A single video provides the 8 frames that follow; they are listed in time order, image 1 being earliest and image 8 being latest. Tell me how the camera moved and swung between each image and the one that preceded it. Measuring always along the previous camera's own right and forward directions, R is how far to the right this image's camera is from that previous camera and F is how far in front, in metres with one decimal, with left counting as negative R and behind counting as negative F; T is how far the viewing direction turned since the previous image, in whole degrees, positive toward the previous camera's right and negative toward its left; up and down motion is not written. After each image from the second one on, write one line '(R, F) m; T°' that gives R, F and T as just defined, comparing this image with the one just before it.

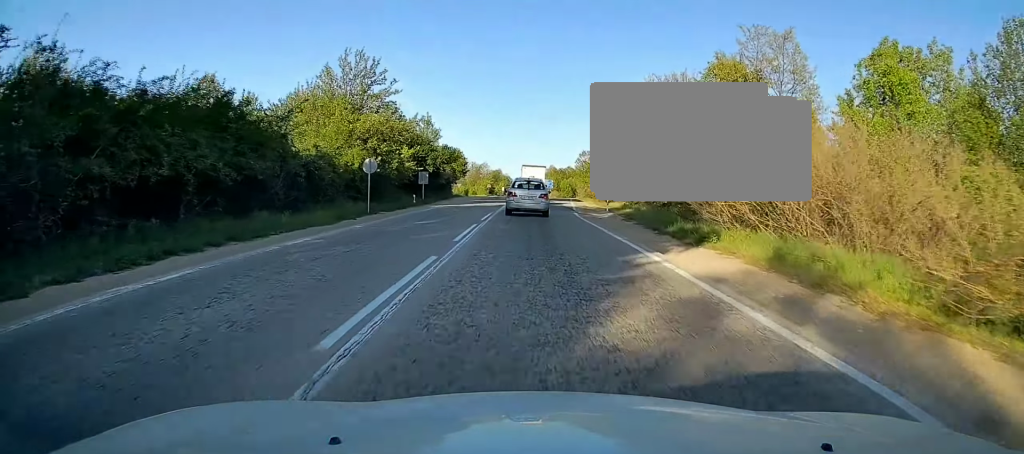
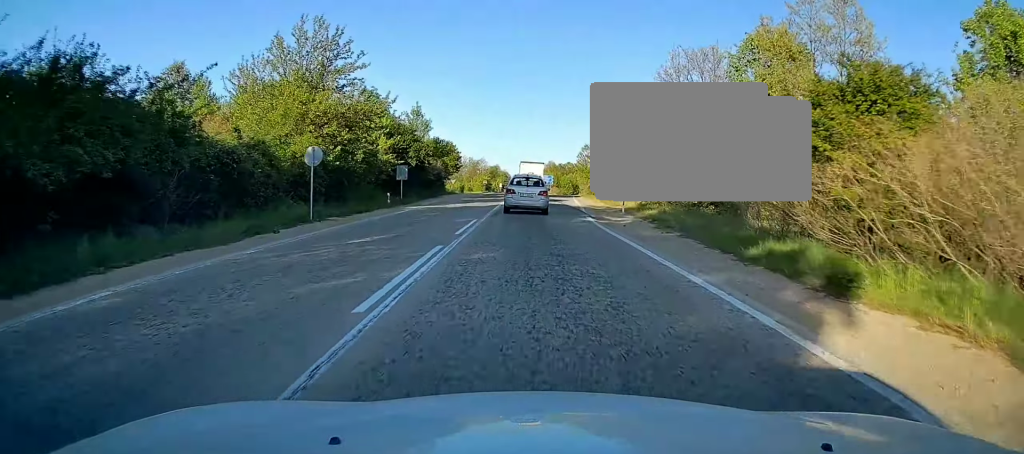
(0.0, +7.8) m; 0°
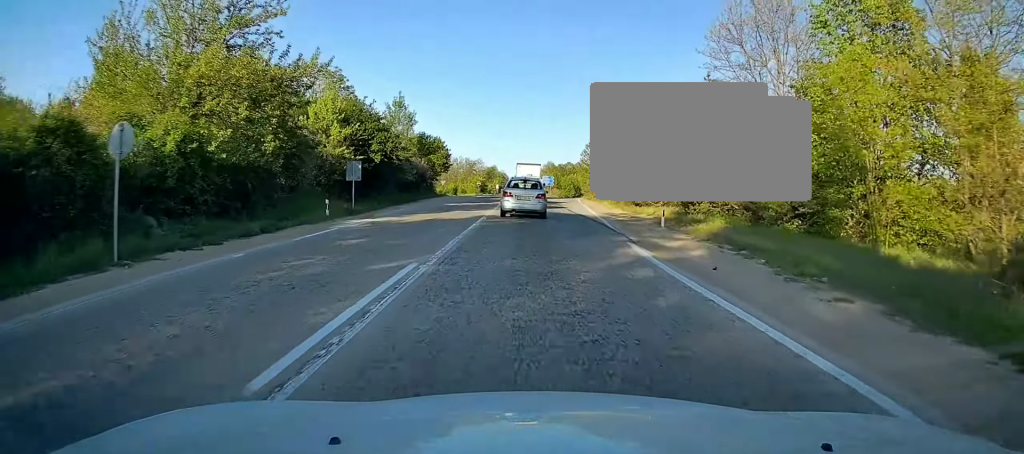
(-0.3, +11.2) m; -1°
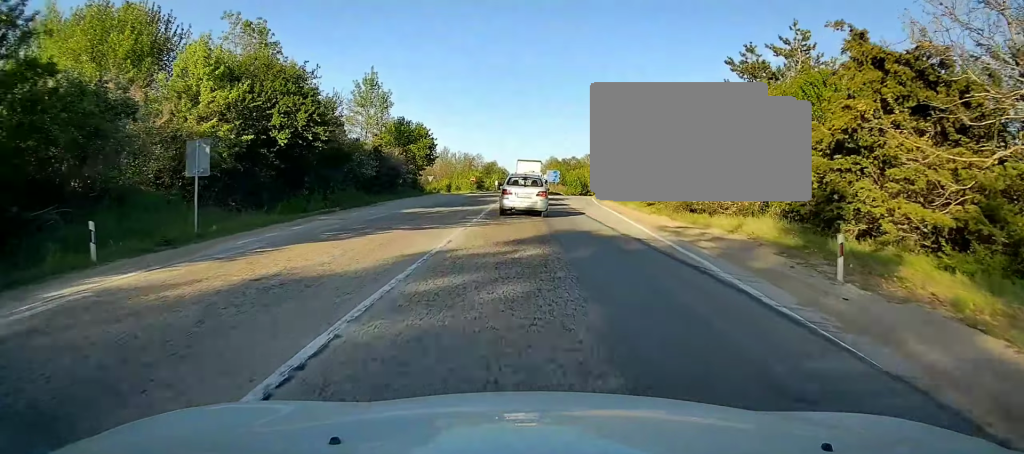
(0.0, +15.0) m; 0°
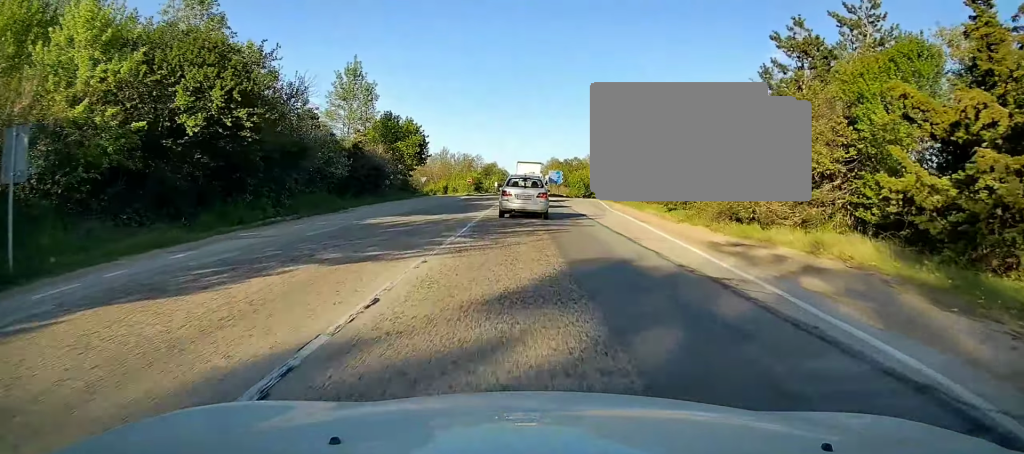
(0.0, +6.7) m; 0°
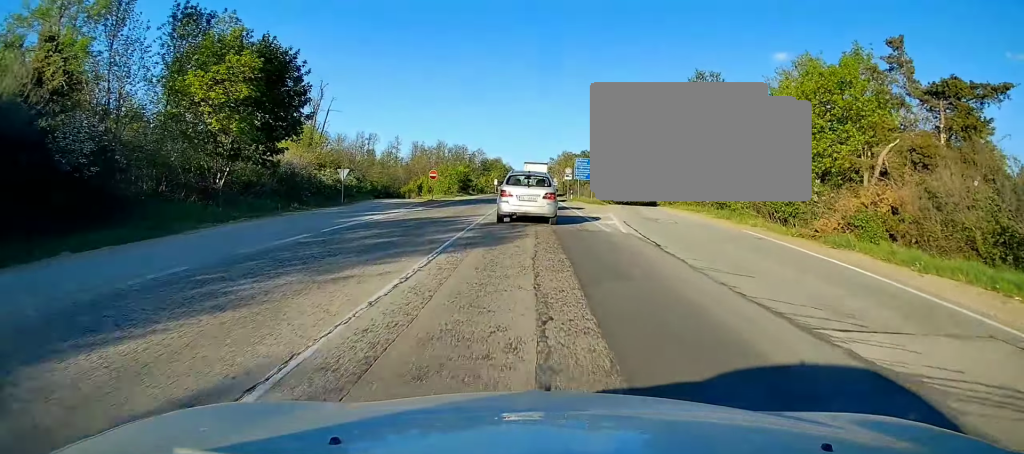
(-0.1, +39.1) m; 0°
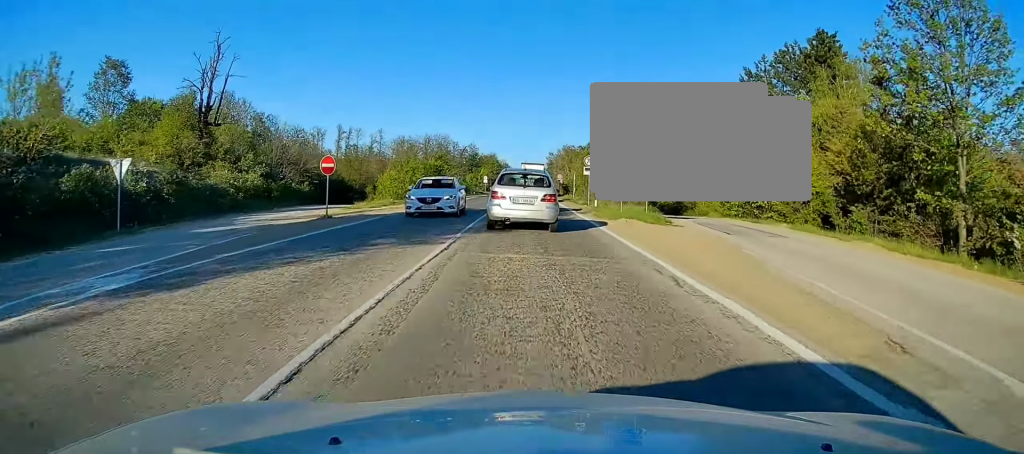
(+0.1, +25.6) m; +1°
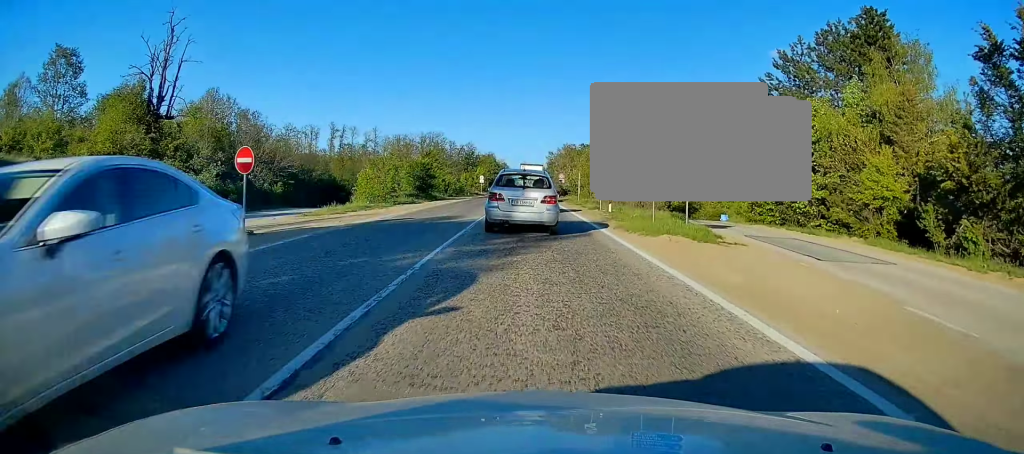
(+0.2, +7.2) m; 0°
